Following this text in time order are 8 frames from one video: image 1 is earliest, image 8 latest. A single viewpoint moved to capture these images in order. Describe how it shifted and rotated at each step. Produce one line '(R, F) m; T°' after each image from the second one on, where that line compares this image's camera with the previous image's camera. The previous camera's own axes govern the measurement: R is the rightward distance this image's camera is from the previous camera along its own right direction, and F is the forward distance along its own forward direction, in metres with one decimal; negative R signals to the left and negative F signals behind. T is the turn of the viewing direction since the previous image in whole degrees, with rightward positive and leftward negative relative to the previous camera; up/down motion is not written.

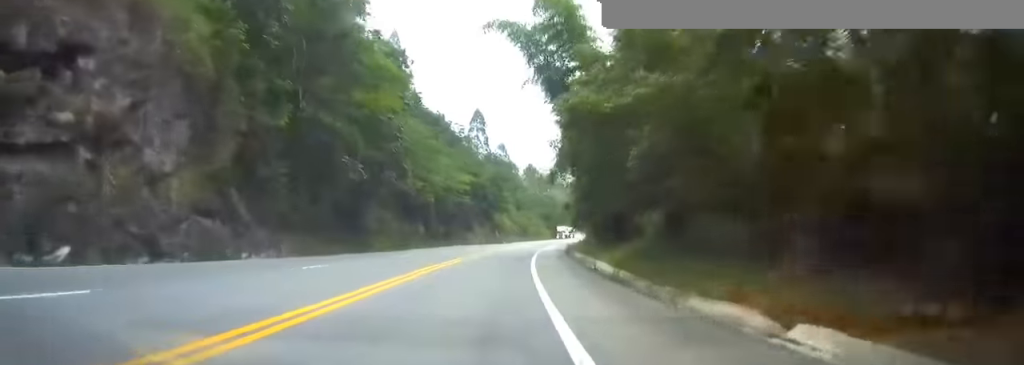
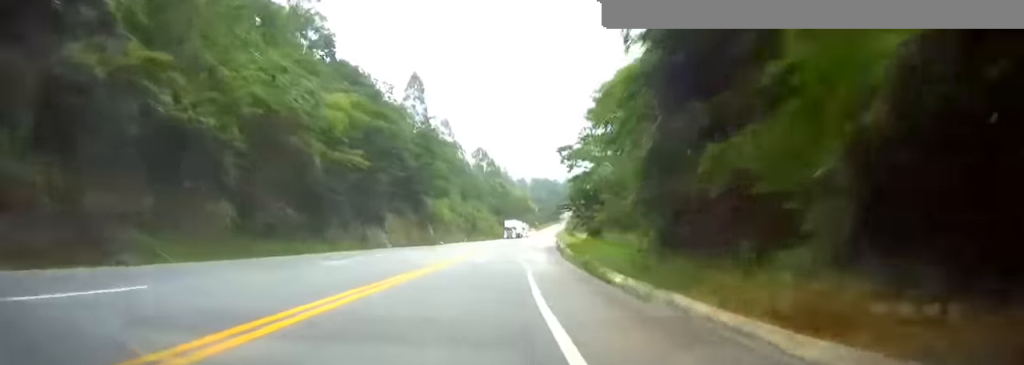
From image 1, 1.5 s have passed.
(+1.3, +44.3) m; +5°
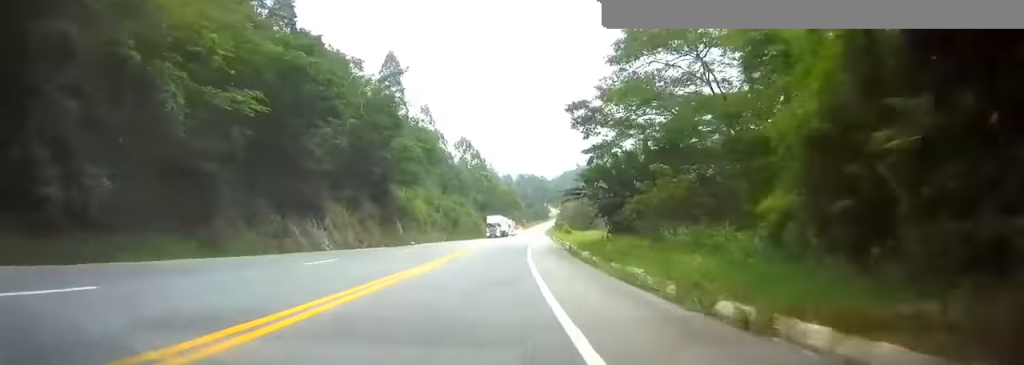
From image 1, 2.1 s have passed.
(+0.4, +17.2) m; +2°
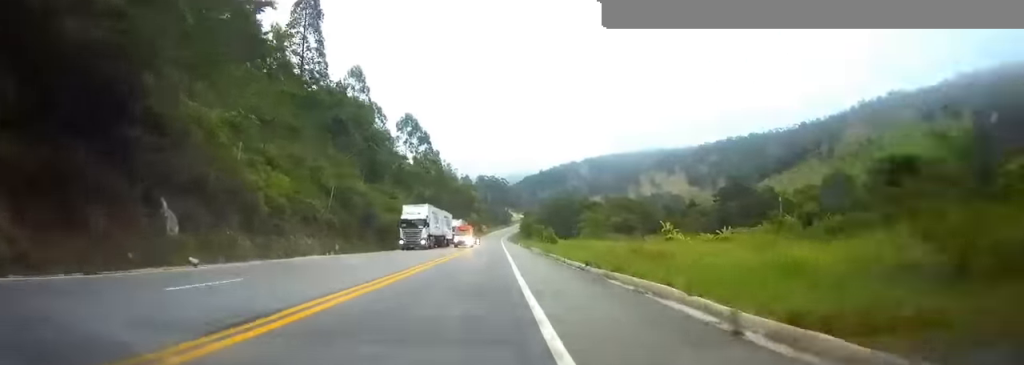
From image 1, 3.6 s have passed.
(+0.3, +41.2) m; -1°
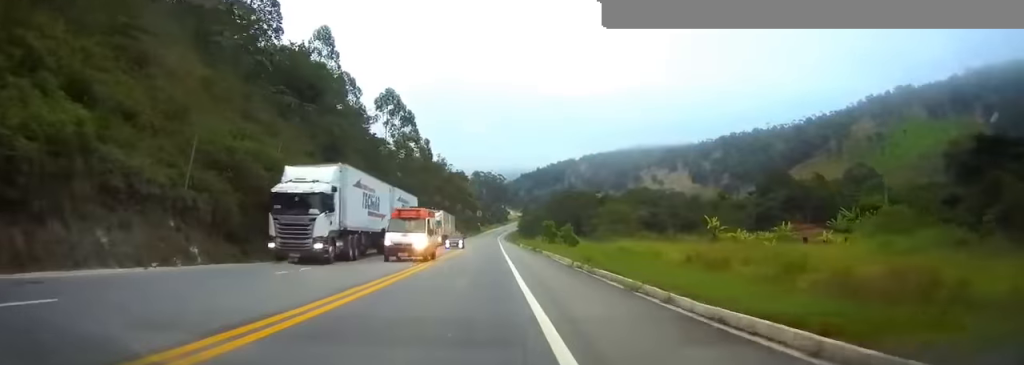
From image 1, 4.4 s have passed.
(-0.2, +21.2) m; -1°
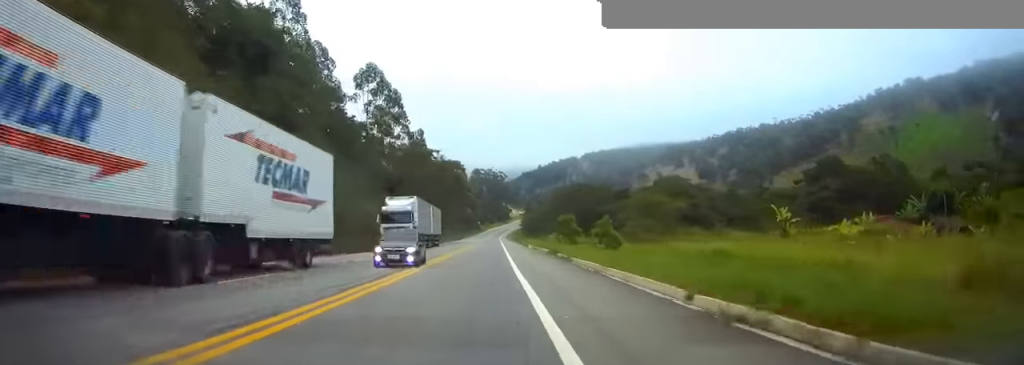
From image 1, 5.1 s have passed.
(0.0, +17.4) m; 0°
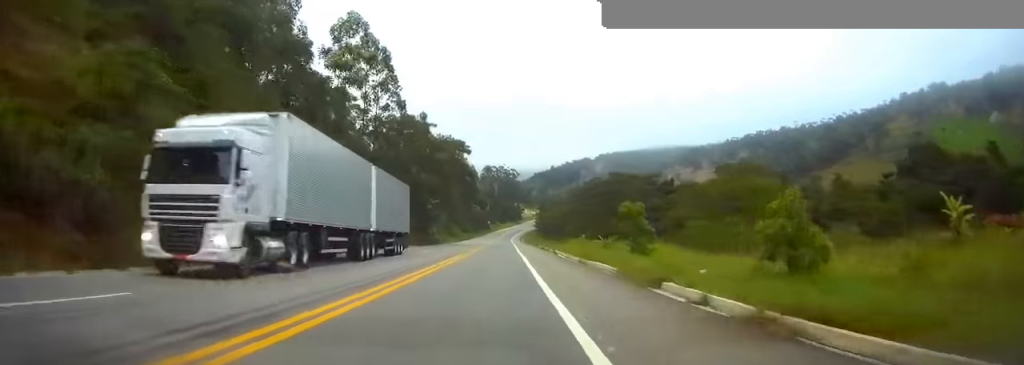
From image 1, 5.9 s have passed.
(0.0, +24.5) m; 0°
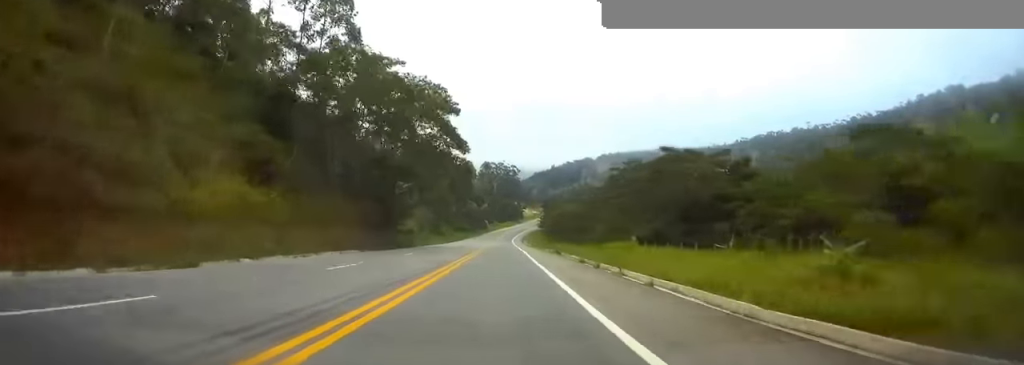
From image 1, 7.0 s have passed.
(0.0, +30.4) m; 0°
